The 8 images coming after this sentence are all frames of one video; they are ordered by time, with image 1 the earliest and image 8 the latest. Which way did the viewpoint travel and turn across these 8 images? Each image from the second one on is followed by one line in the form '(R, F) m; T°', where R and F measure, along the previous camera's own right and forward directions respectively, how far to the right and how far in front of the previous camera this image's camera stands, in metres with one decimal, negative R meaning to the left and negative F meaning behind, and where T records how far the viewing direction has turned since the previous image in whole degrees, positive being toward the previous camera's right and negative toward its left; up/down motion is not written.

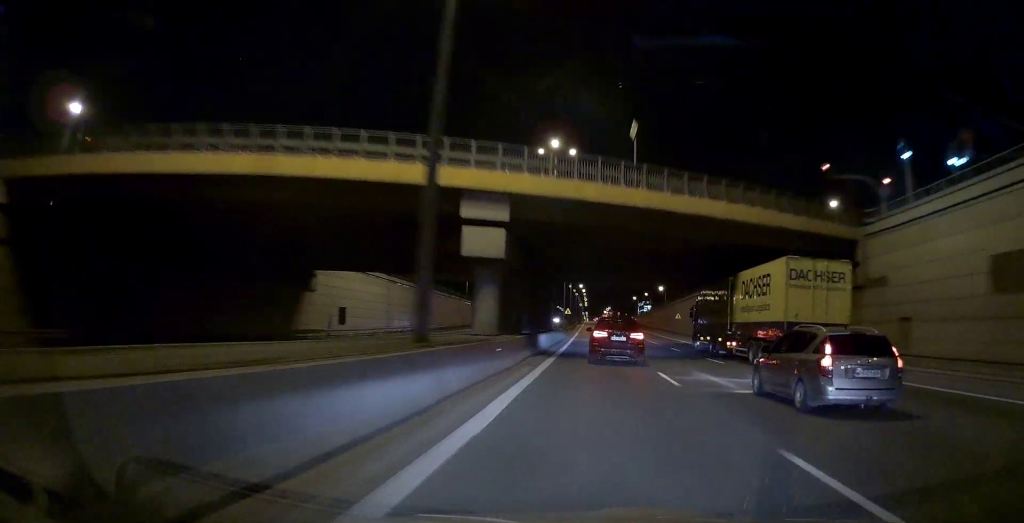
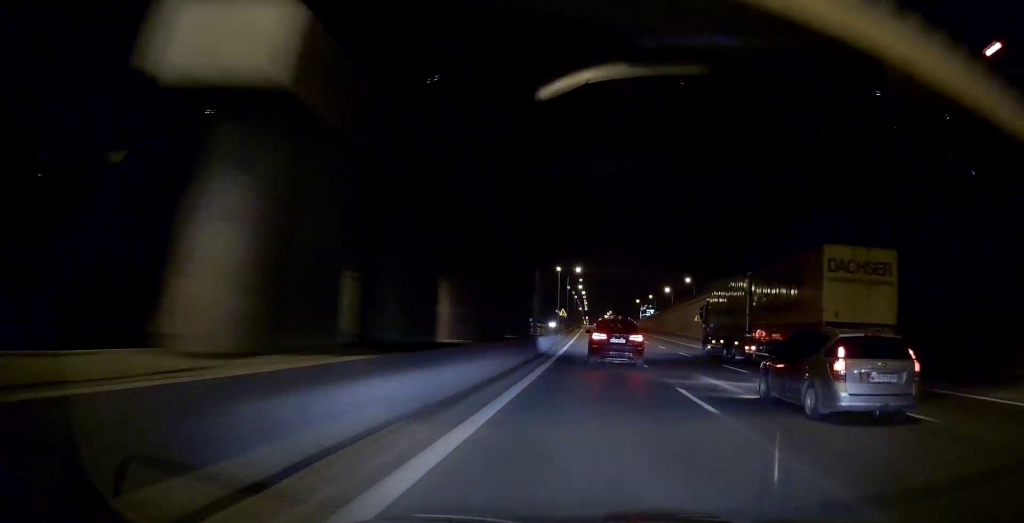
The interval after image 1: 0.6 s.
(0.0, +16.7) m; 0°
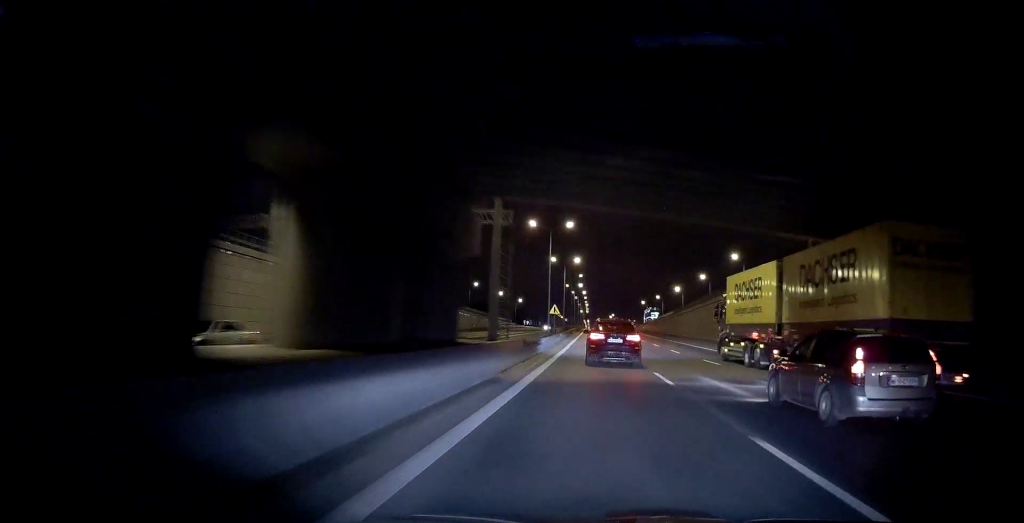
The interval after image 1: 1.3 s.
(+0.1, +19.6) m; 0°
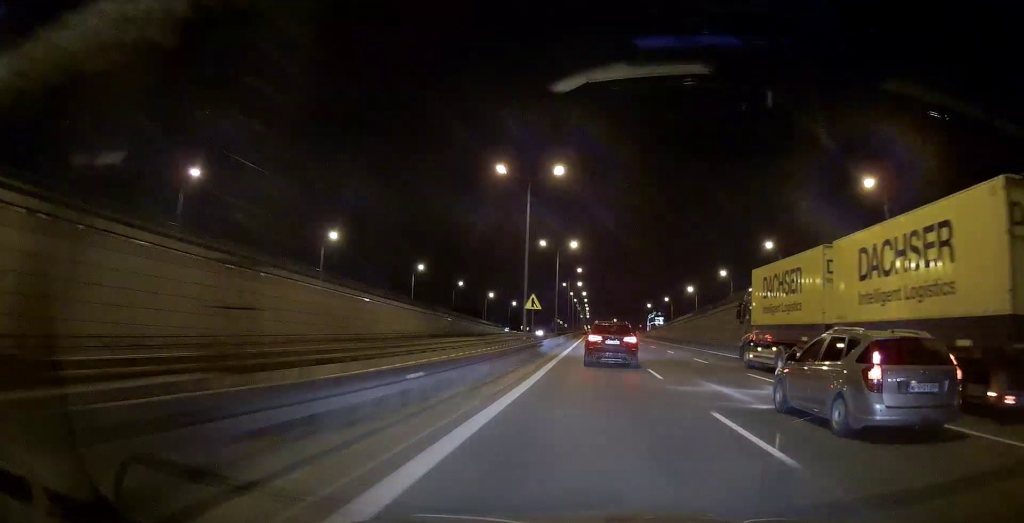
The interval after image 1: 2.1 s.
(0.0, +21.5) m; 0°
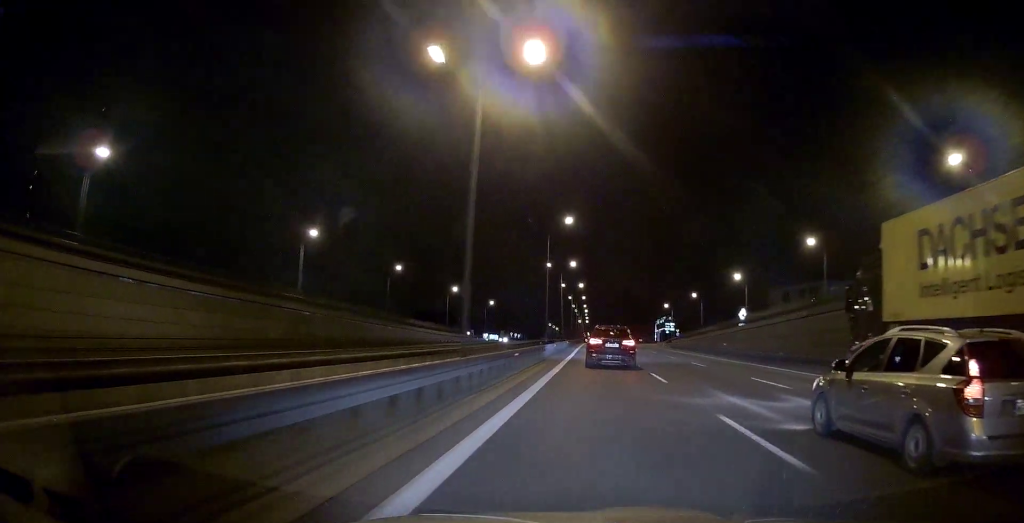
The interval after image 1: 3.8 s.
(+0.1, +49.4) m; 0°
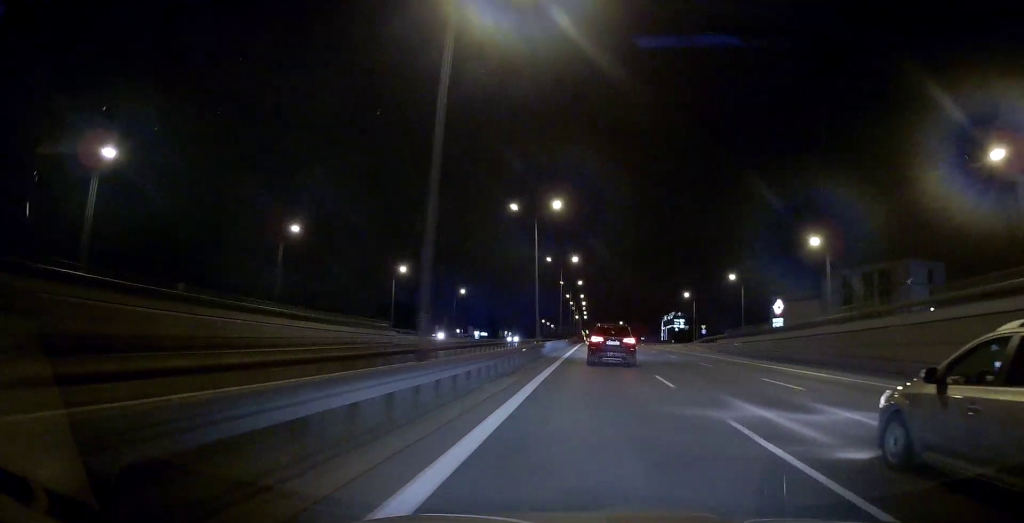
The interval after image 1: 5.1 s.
(+0.1, +36.8) m; 0°
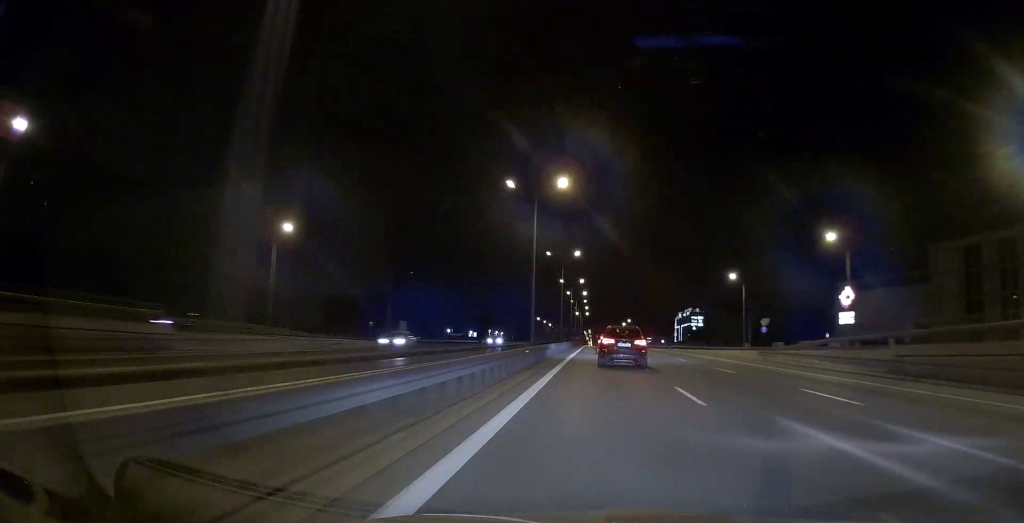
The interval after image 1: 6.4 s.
(-0.2, +38.2) m; 0°
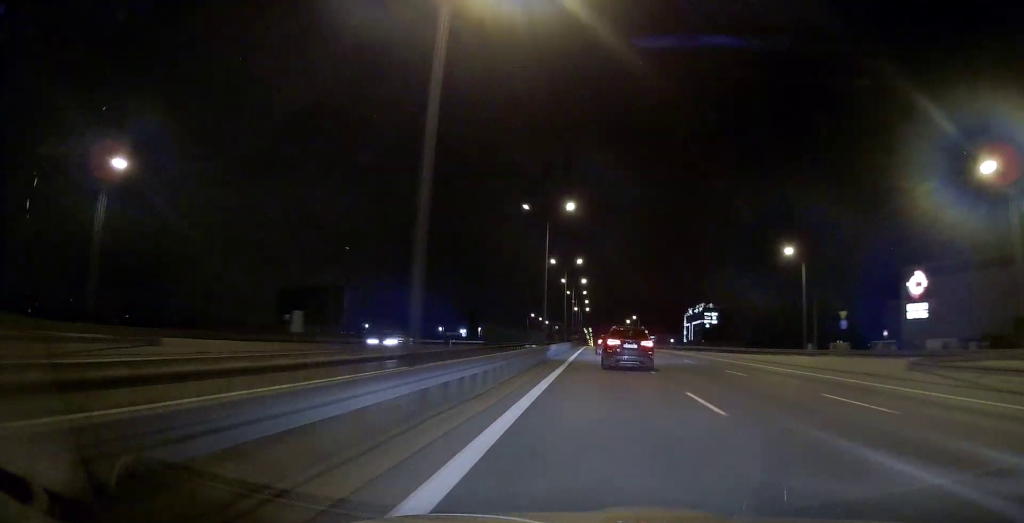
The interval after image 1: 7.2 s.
(0.0, +22.9) m; 0°
